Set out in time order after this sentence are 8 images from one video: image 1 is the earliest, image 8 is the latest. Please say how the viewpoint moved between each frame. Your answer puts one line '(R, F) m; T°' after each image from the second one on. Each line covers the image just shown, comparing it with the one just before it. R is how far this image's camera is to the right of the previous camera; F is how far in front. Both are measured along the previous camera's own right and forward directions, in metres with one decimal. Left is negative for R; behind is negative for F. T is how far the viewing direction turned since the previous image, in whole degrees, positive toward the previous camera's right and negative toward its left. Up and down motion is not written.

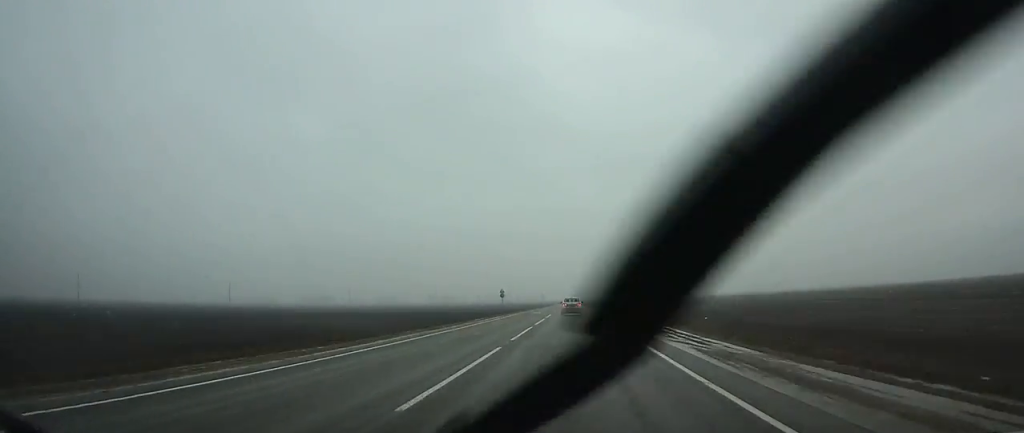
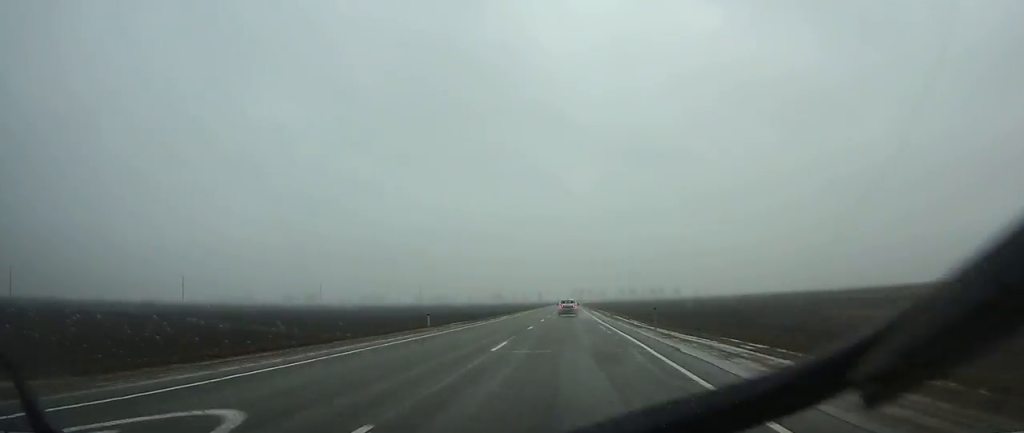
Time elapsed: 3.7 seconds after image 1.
(+0.1, +84.6) m; 0°
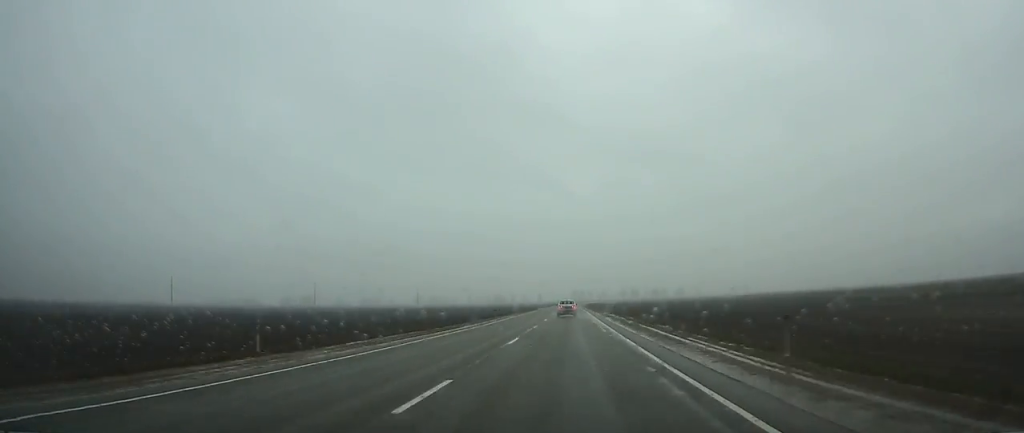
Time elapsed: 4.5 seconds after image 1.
(0.0, +20.1) m; 0°
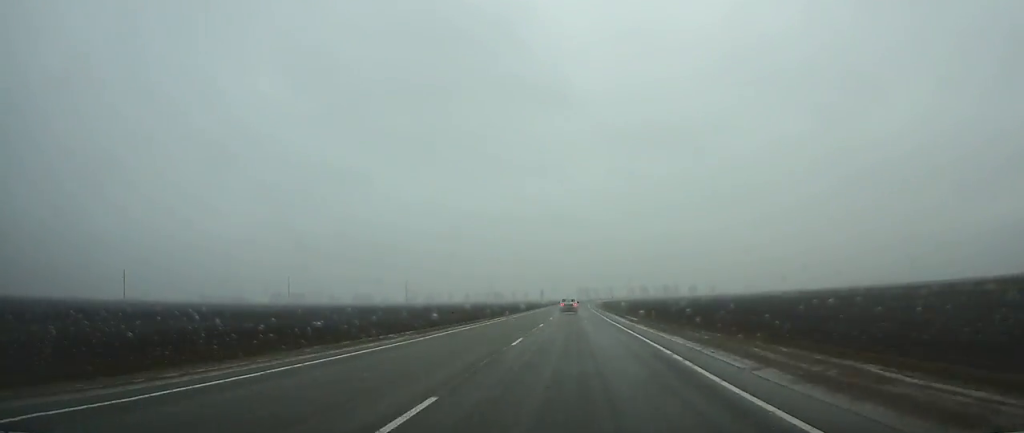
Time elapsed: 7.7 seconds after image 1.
(-0.2, +74.4) m; 0°
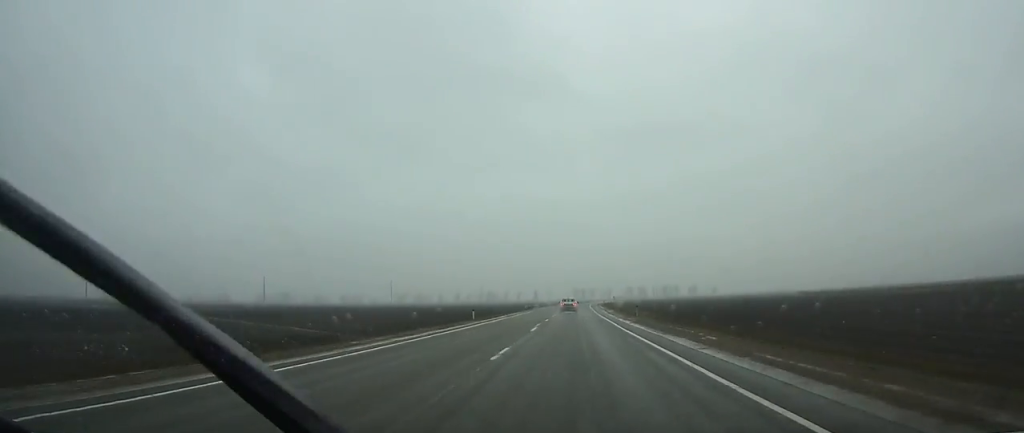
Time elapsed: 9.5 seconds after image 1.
(+0.1, +40.4) m; 0°
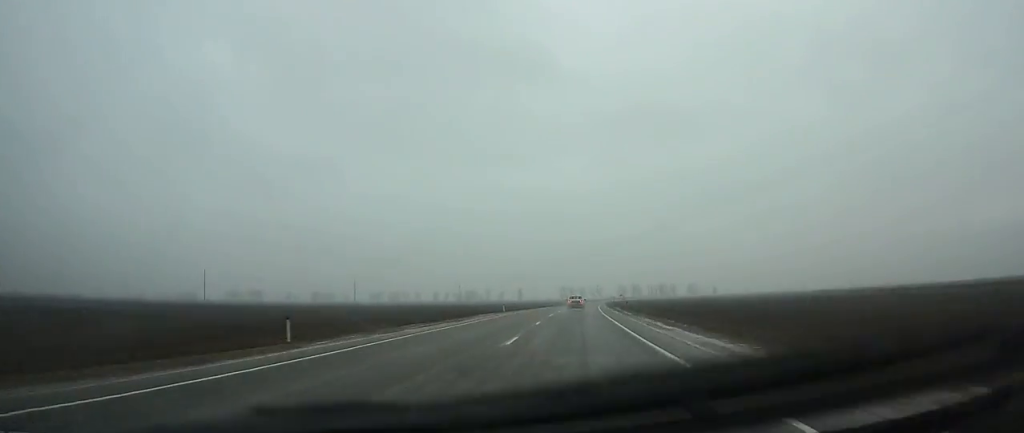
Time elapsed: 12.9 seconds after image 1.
(+0.9, +81.1) m; +2°
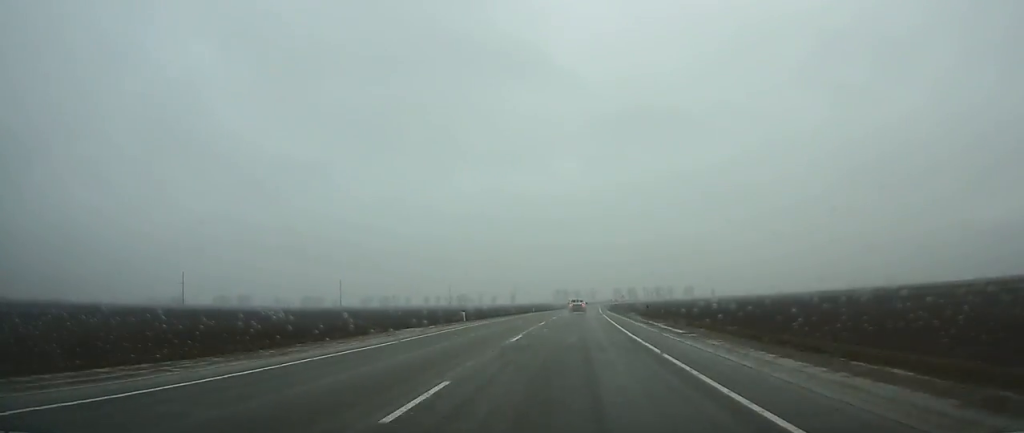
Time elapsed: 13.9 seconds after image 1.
(+0.1, +21.9) m; +1°
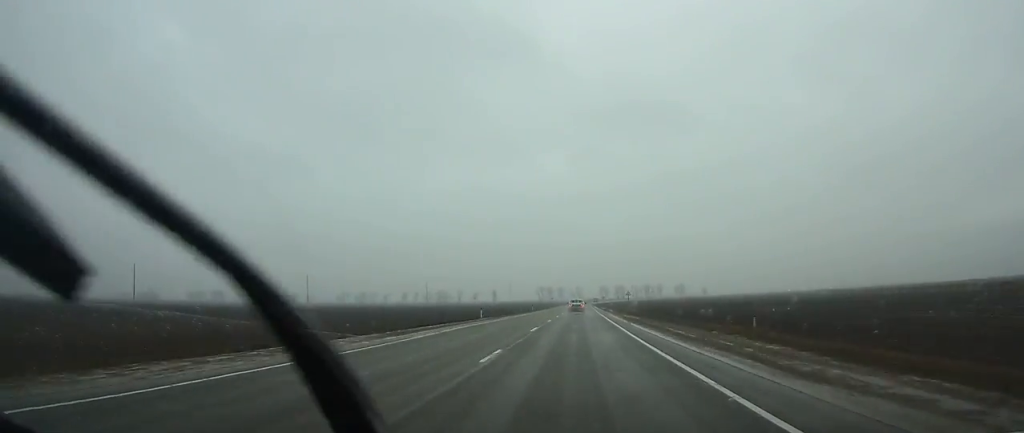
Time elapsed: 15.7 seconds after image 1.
(+0.4, +42.2) m; +1°
